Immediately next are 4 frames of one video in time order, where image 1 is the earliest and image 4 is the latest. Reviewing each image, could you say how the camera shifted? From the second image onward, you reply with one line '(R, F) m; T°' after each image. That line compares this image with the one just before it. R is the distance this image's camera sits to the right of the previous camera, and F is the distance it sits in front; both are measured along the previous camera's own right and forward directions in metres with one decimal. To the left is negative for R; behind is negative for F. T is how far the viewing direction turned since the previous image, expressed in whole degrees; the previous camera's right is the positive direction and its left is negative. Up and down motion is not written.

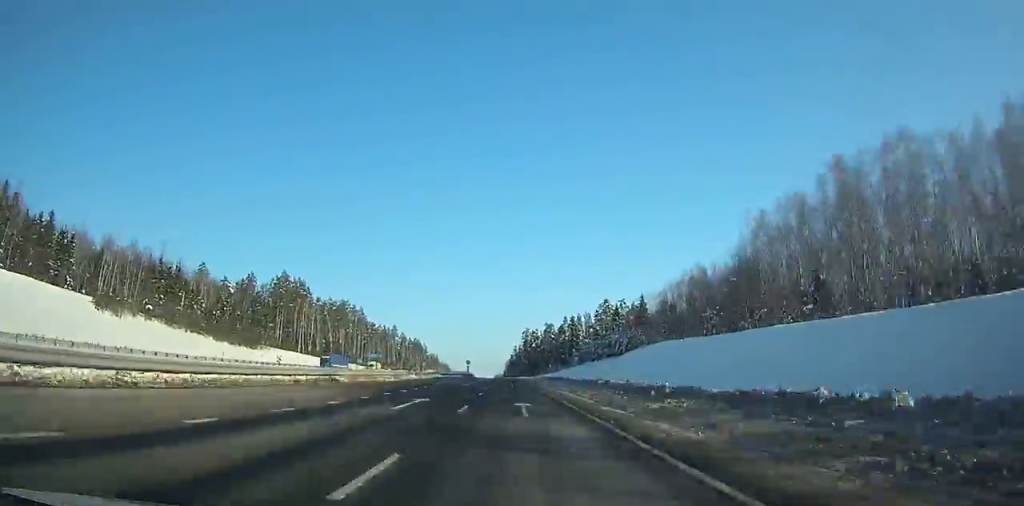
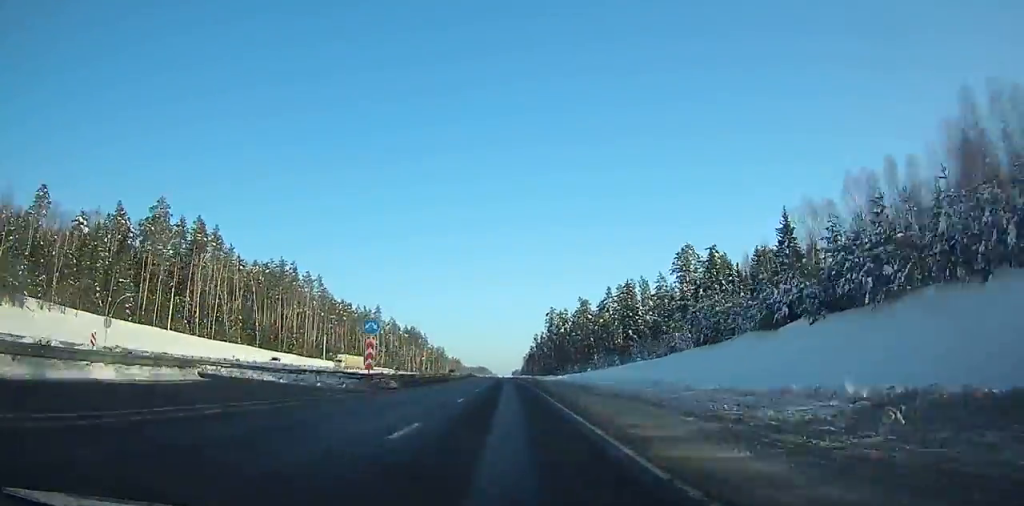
(-1.4, +88.8) m; -2°
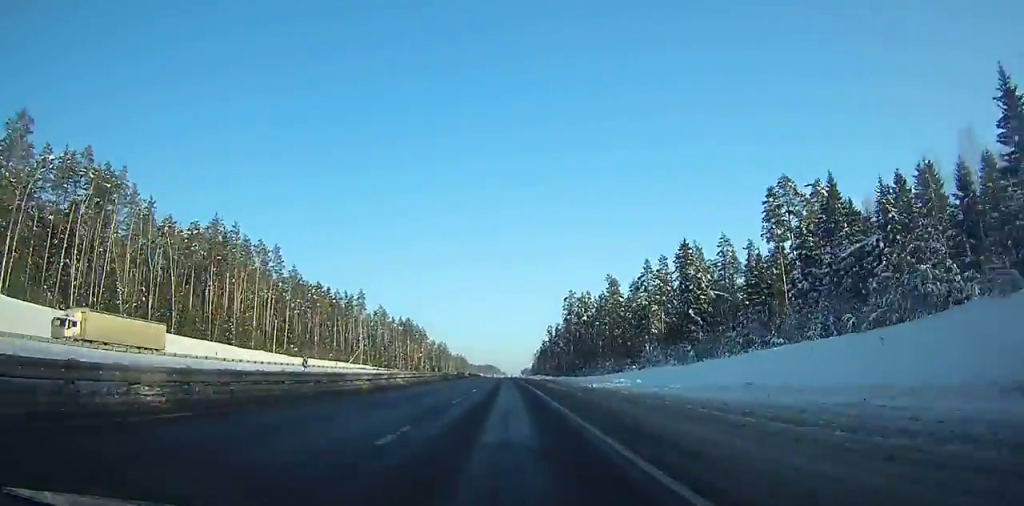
(-0.4, +45.4) m; -1°
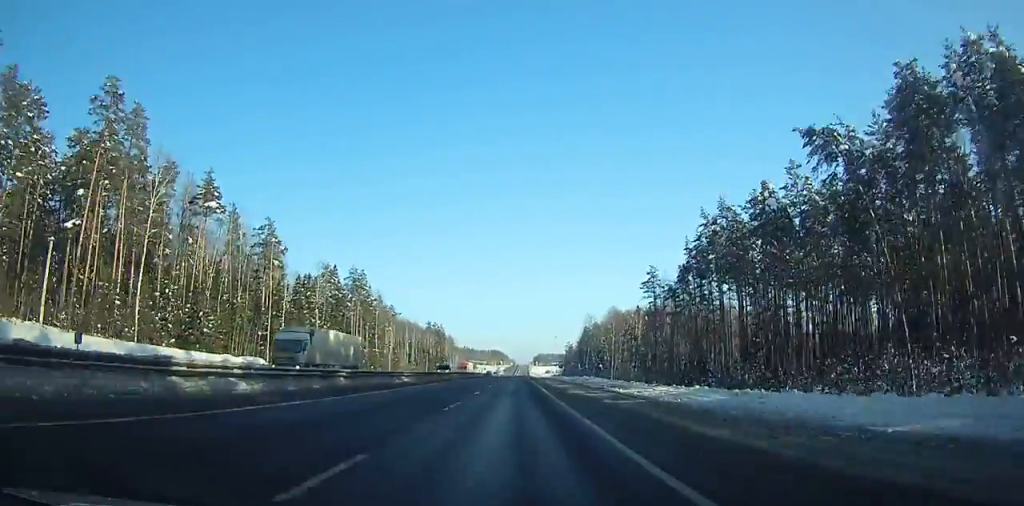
(-7.6, +292.9) m; 0°
